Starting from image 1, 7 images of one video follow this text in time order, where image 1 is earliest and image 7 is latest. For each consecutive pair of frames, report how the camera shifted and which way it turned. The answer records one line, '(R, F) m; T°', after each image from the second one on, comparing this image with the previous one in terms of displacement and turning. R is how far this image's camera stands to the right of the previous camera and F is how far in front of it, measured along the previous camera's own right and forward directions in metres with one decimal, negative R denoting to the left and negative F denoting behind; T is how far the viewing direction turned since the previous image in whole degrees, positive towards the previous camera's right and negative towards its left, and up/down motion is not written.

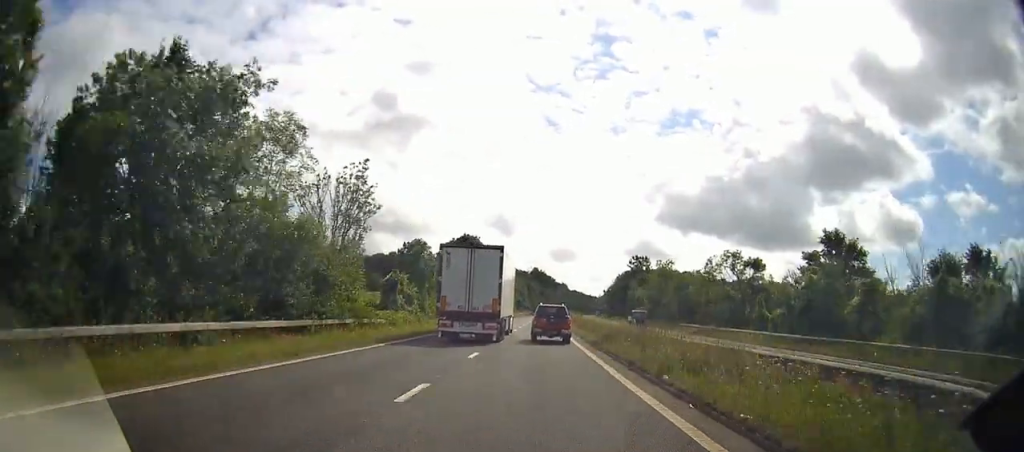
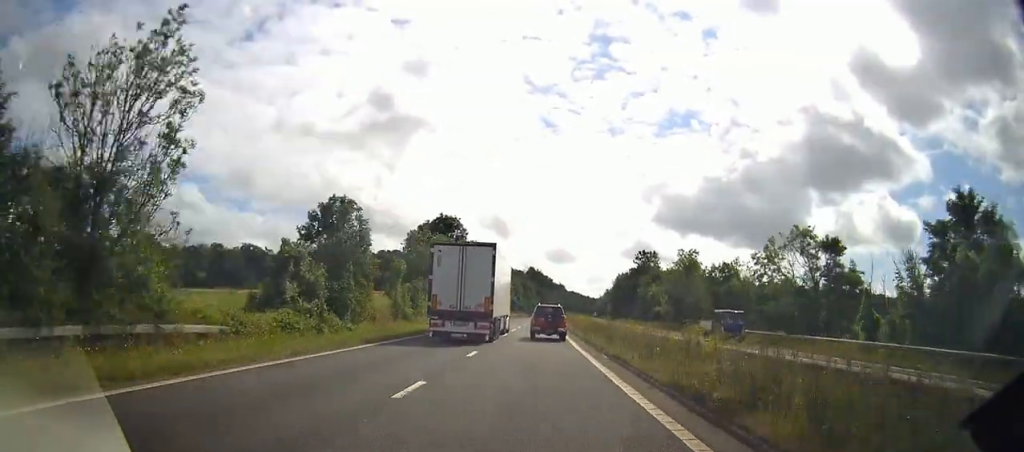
(+0.1, +16.6) m; 0°
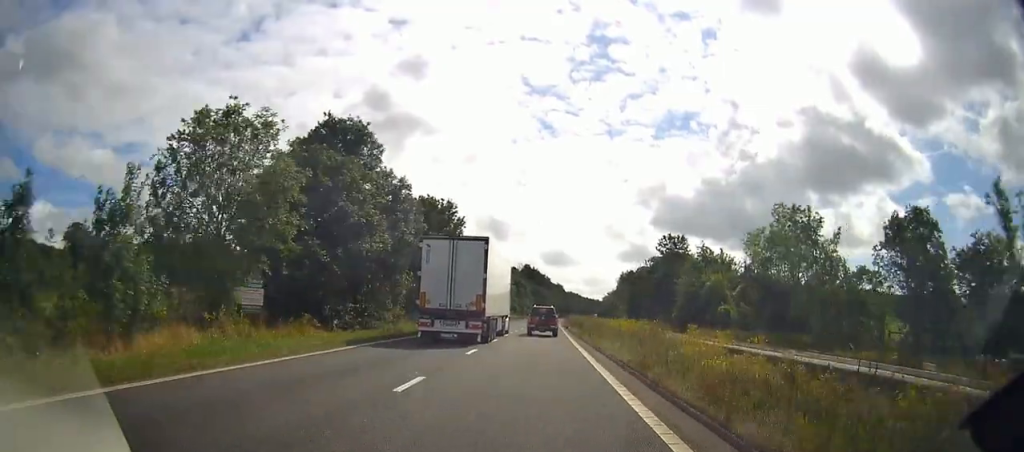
(0.0, +34.4) m; 0°
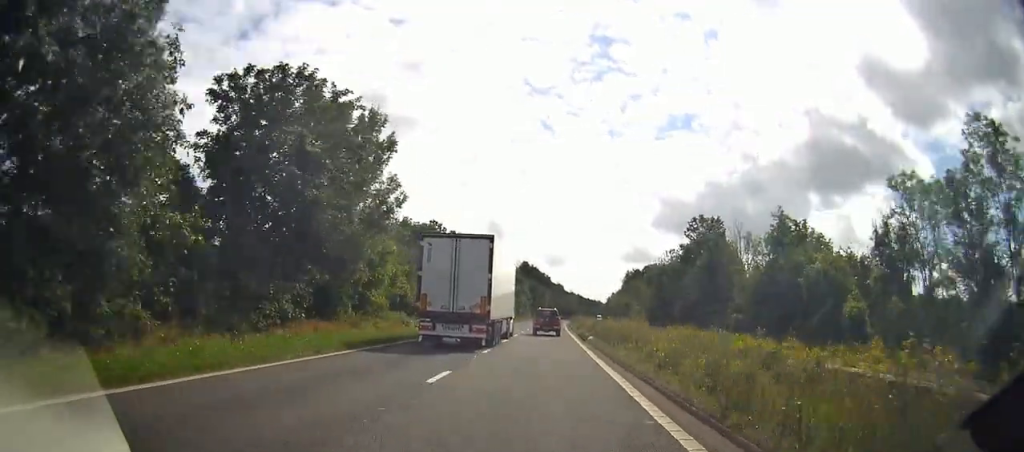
(0.0, +24.4) m; 0°
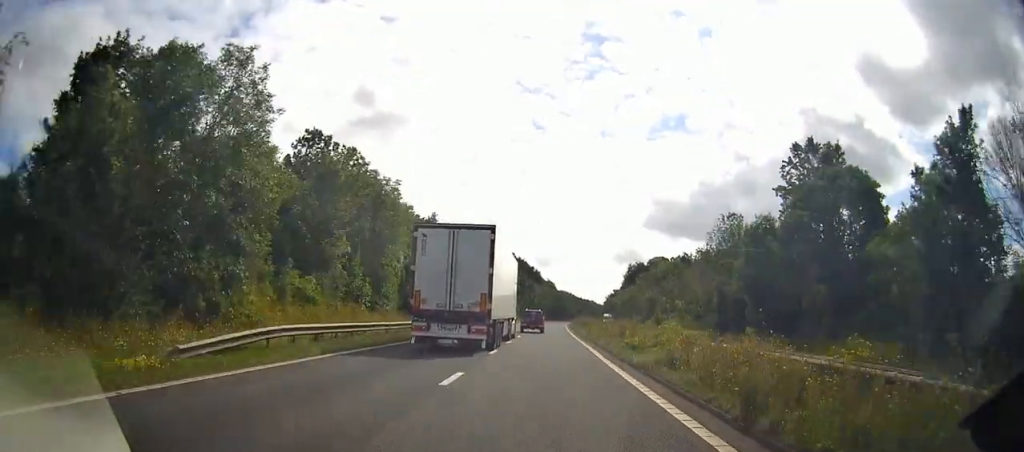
(+0.5, +44.2) m; +1°
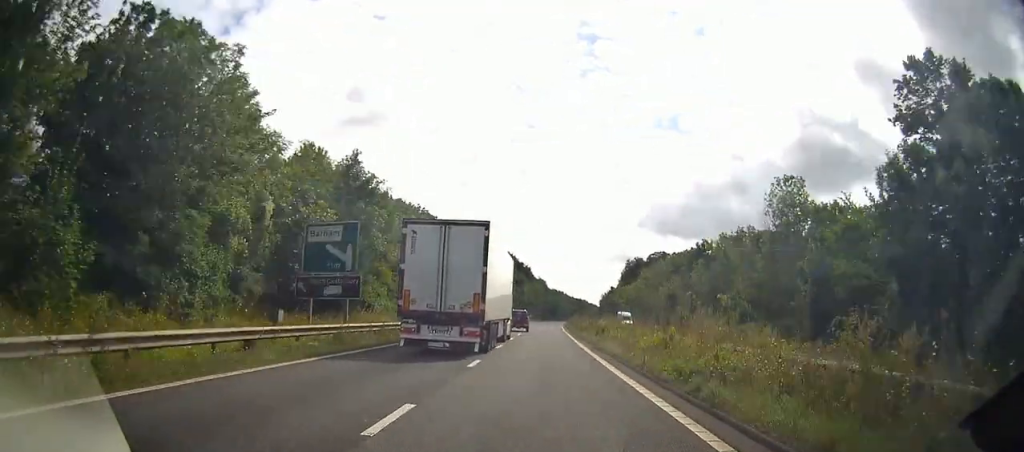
(0.0, +22.2) m; 0°
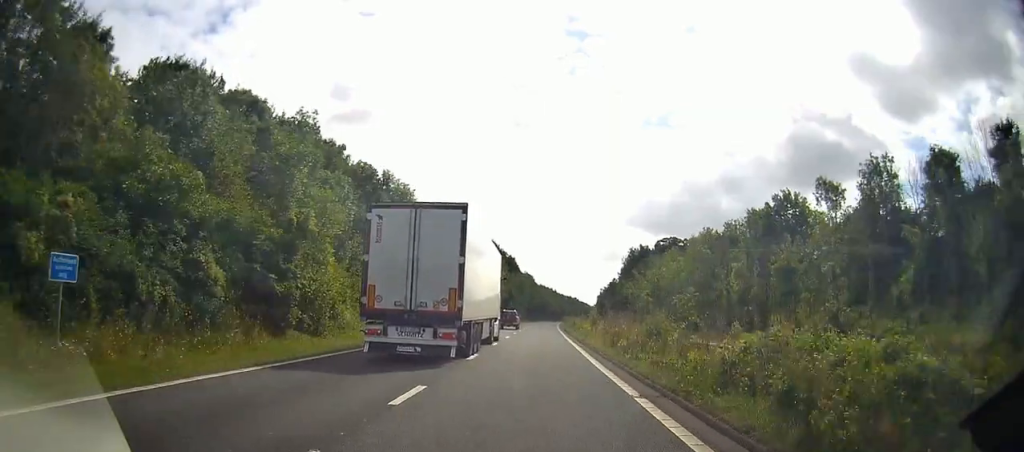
(+0.5, +41.1) m; +1°
